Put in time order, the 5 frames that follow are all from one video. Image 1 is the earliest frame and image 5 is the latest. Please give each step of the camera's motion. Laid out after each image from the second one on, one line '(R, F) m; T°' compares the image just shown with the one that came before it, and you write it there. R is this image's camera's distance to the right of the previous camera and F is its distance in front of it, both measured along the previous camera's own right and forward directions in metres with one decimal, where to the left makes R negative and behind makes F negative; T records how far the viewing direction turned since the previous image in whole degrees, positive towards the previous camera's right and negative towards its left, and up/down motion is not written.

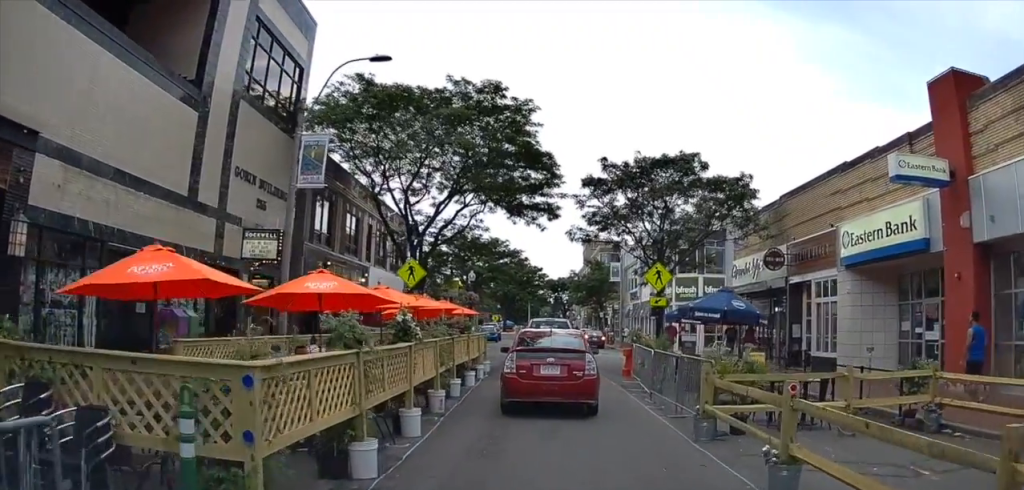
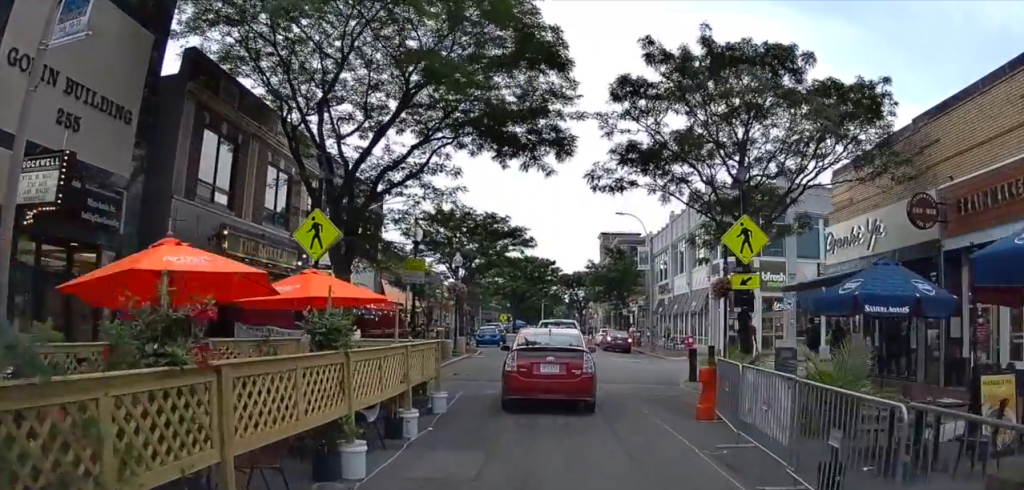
(-0.3, +10.4) m; +1°
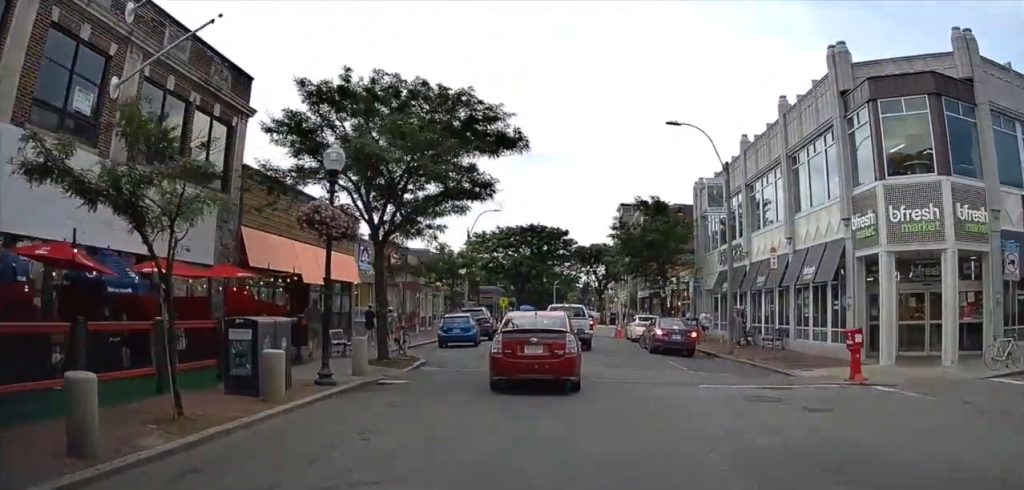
(-0.7, +18.0) m; -2°
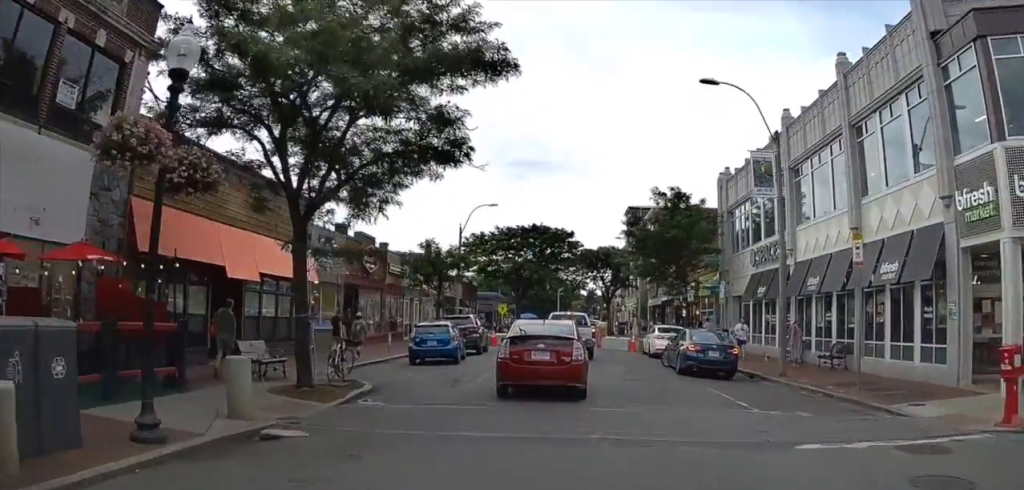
(+0.3, +5.9) m; +4°
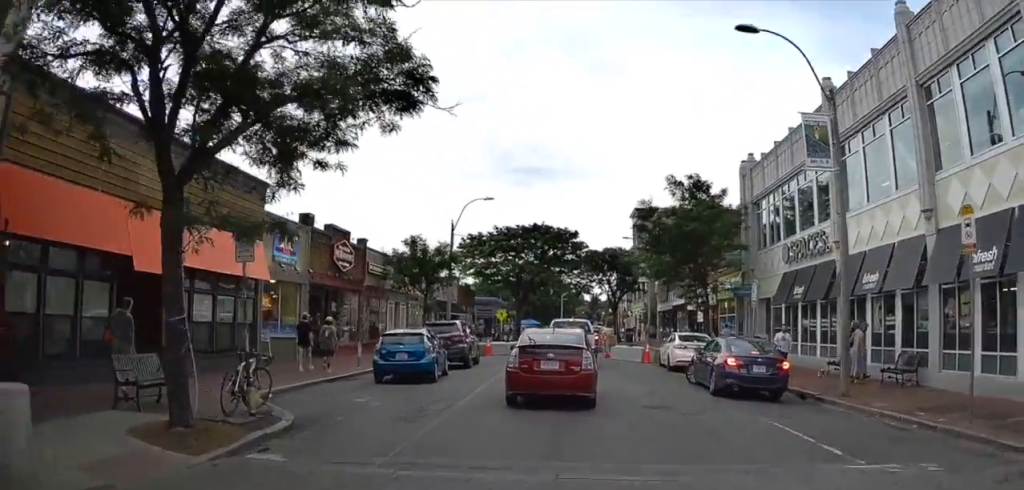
(+0.1, +4.4) m; +1°
